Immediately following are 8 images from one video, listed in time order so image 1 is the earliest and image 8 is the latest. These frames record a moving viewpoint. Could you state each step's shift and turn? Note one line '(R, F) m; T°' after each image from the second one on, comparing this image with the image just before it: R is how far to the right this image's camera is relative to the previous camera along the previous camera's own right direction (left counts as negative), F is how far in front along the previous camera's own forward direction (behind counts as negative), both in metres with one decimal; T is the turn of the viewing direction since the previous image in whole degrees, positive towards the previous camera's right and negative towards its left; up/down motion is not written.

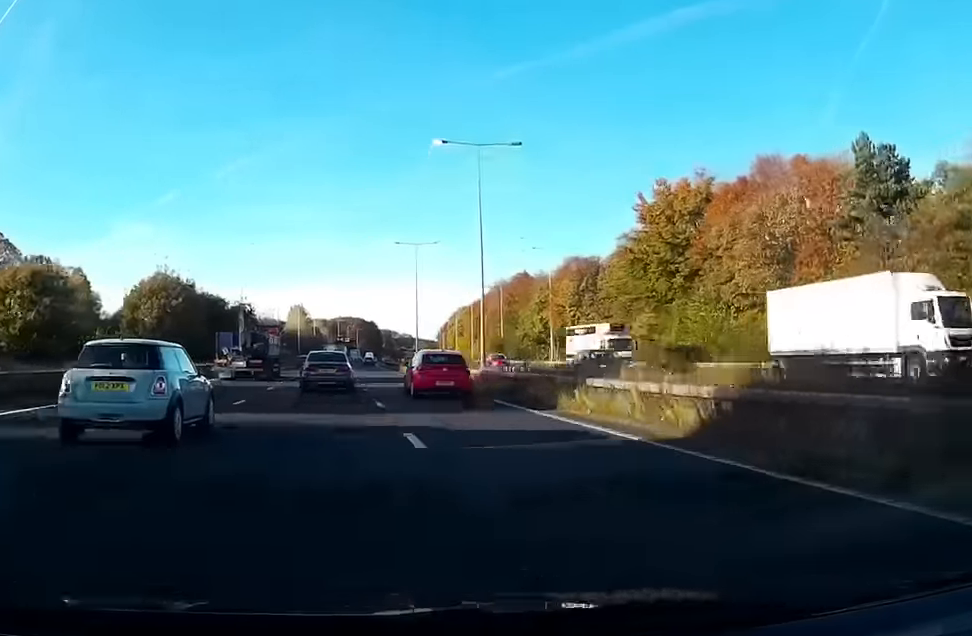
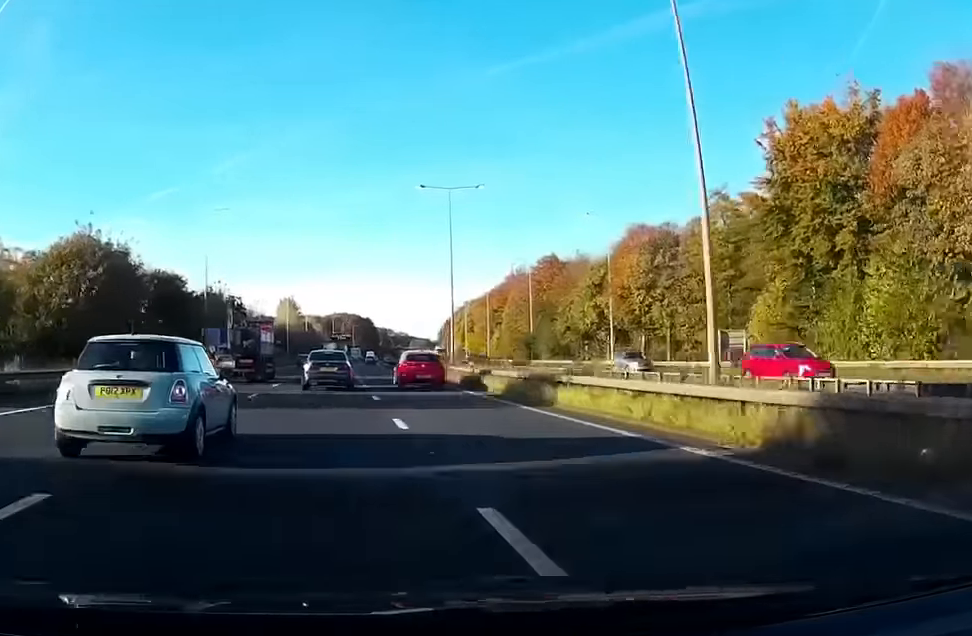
(0.0, +23.2) m; 0°
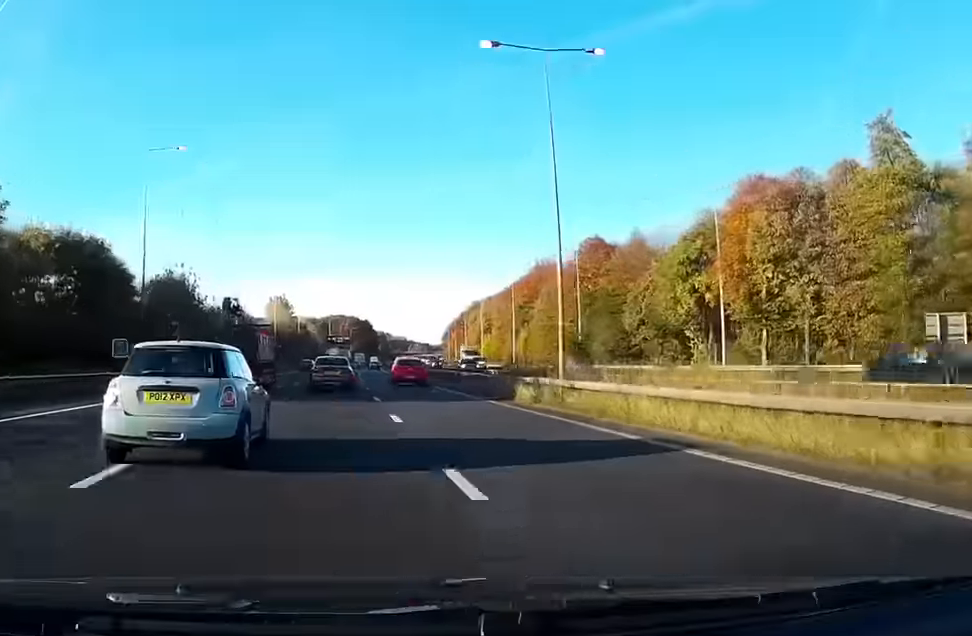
(+0.1, +25.2) m; 0°
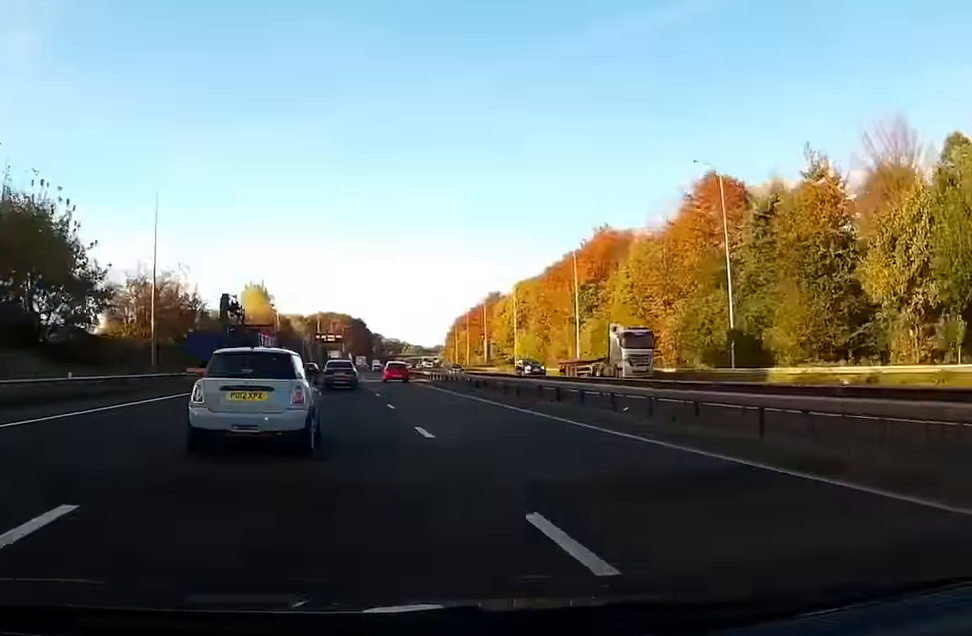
(0.0, +39.1) m; +1°
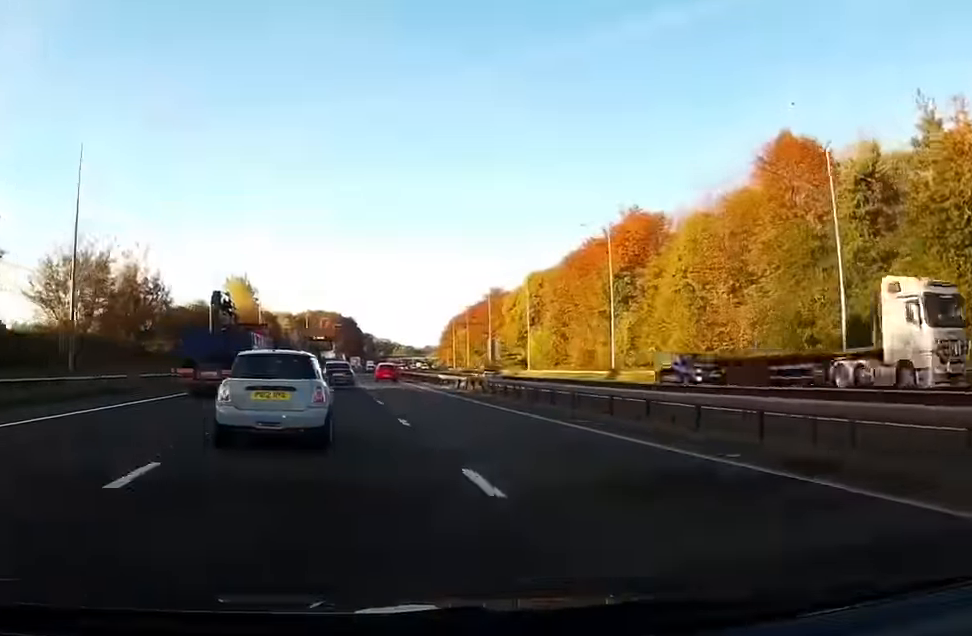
(0.0, +14.9) m; +1°
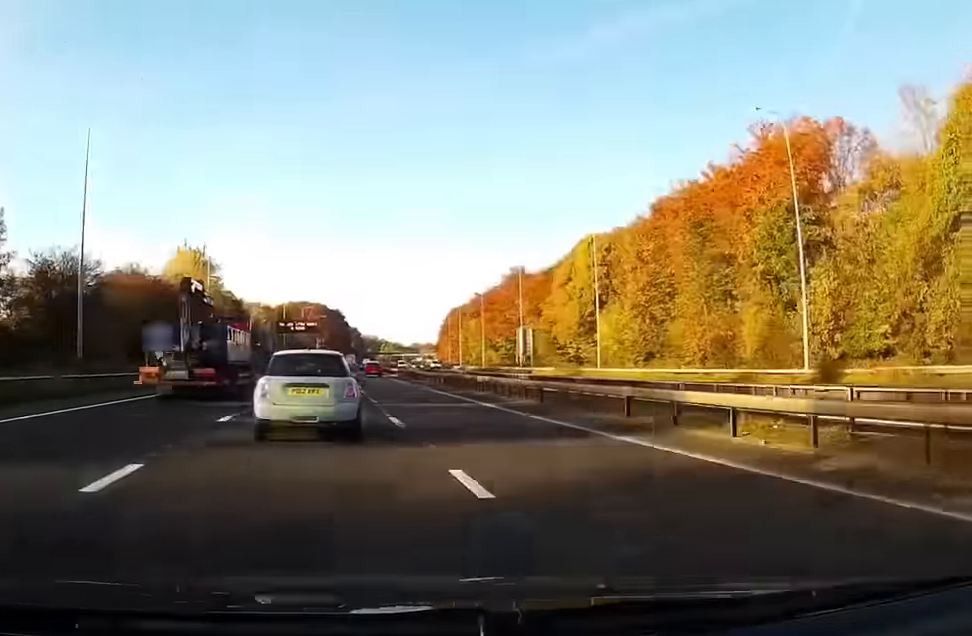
(+0.5, +35.2) m; +1°
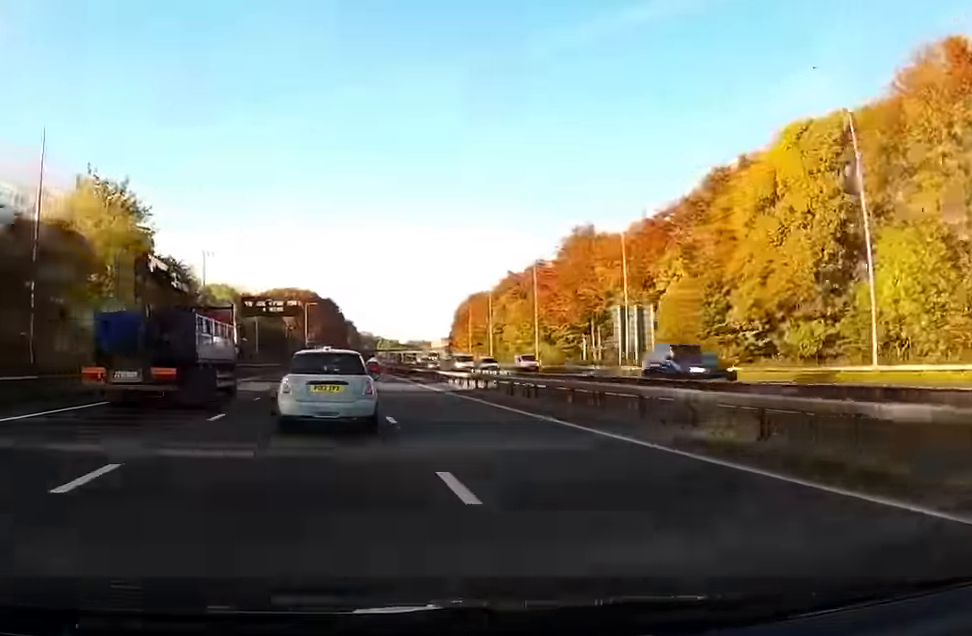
(+0.3, +43.8) m; +1°
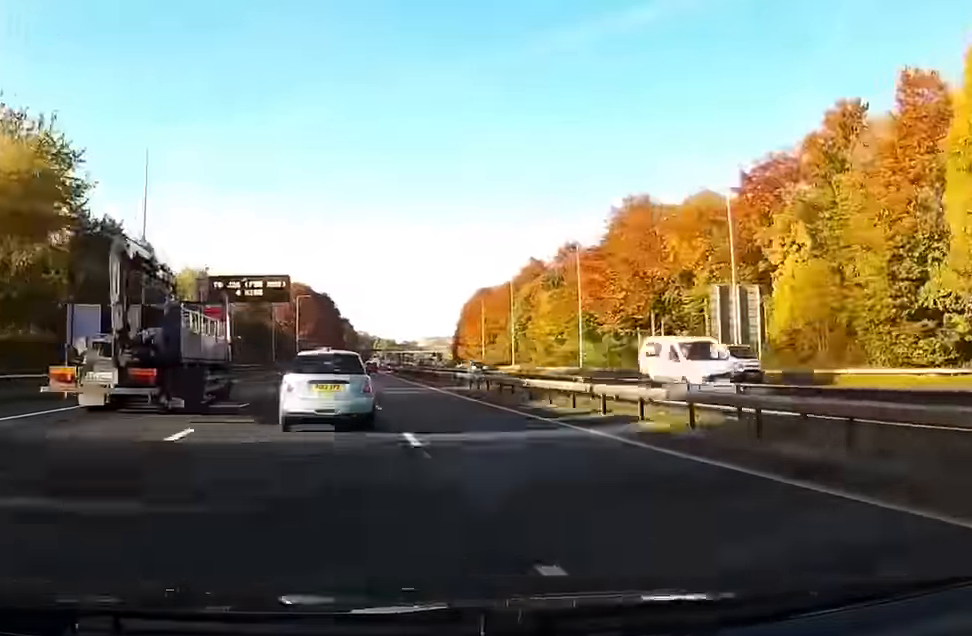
(0.0, +21.6) m; +1°
